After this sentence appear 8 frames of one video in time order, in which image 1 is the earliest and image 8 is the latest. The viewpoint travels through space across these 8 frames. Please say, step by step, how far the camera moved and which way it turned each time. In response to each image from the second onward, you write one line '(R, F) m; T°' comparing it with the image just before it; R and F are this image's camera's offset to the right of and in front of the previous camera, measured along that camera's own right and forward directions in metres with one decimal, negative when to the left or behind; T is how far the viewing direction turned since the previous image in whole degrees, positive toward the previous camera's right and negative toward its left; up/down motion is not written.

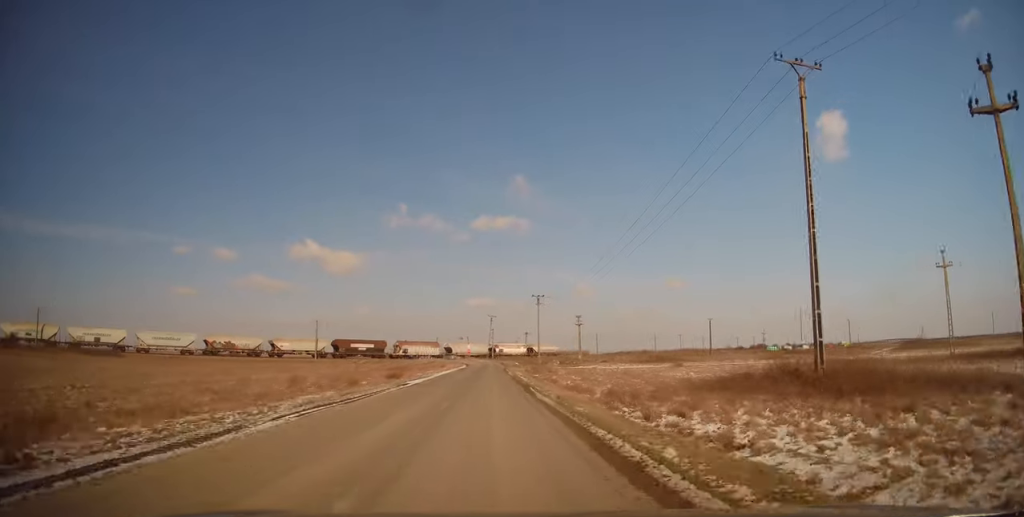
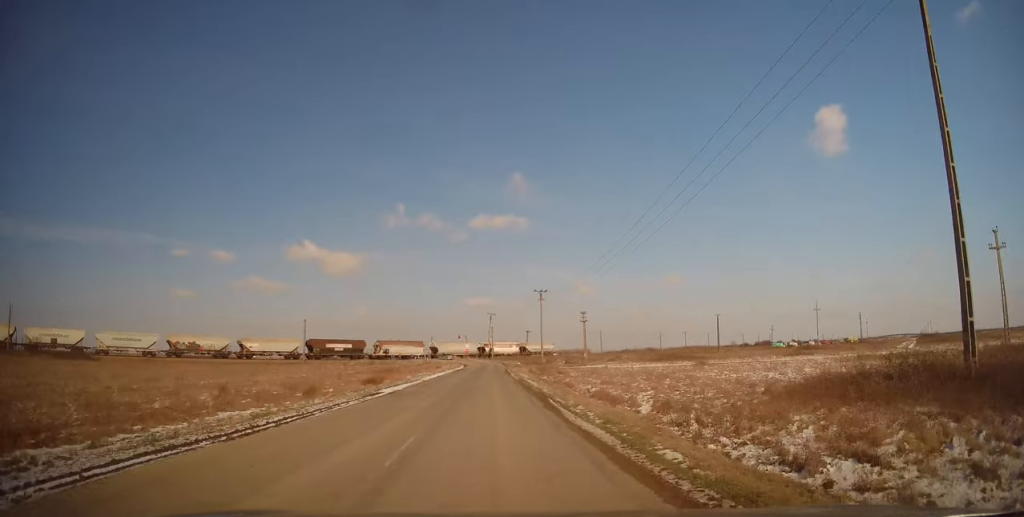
(0.0, +7.5) m; 0°
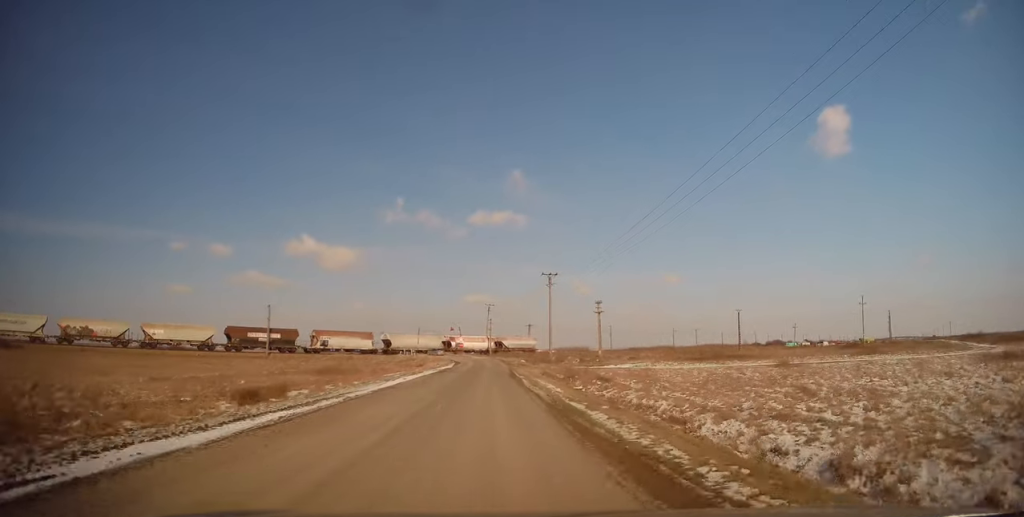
(0.0, +18.2) m; 0°
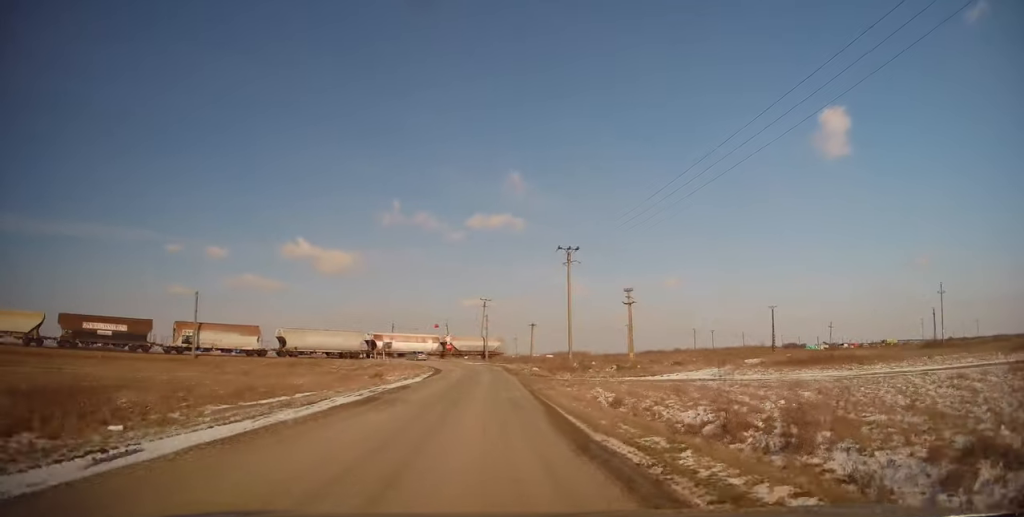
(0.0, +24.1) m; 0°
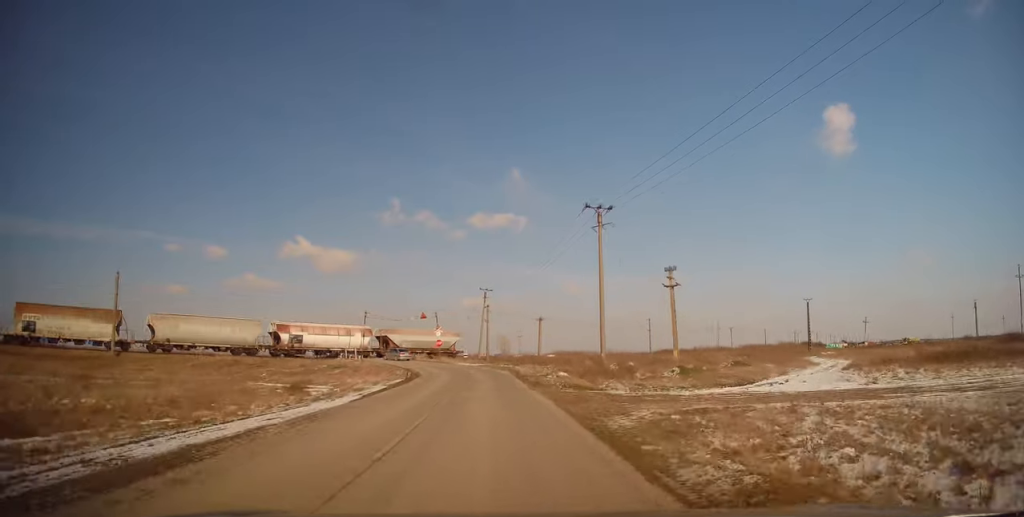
(0.0, +17.4) m; 0°
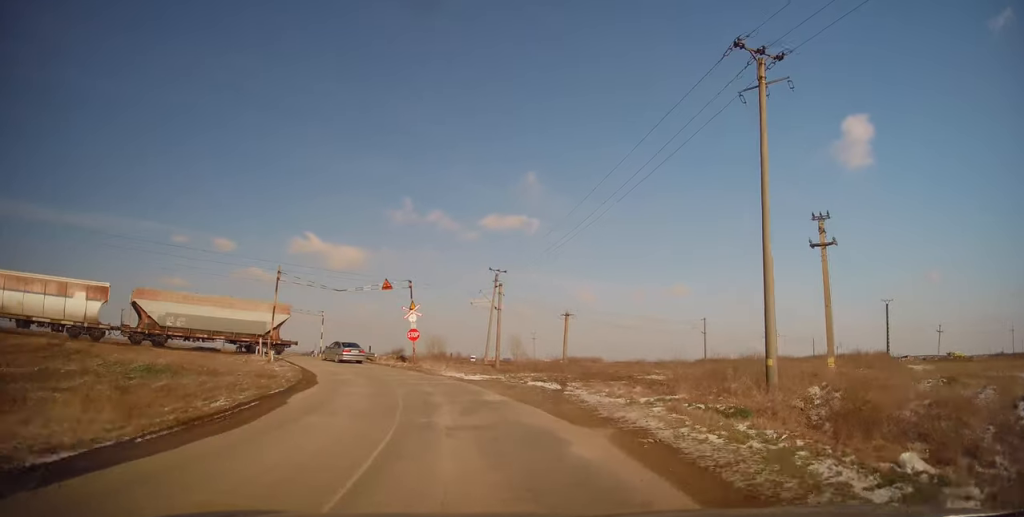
(0.0, +27.4) m; -1°
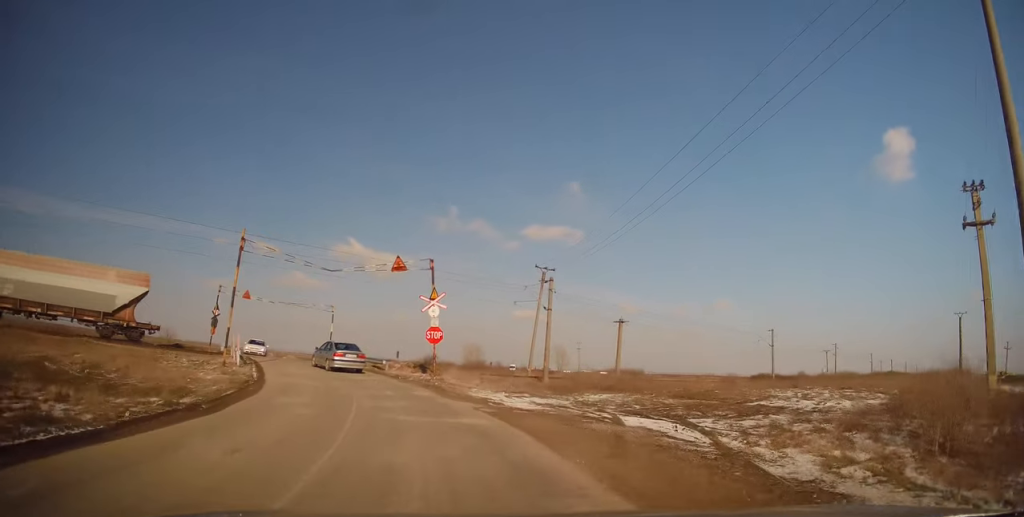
(-0.2, +11.0) m; -5°
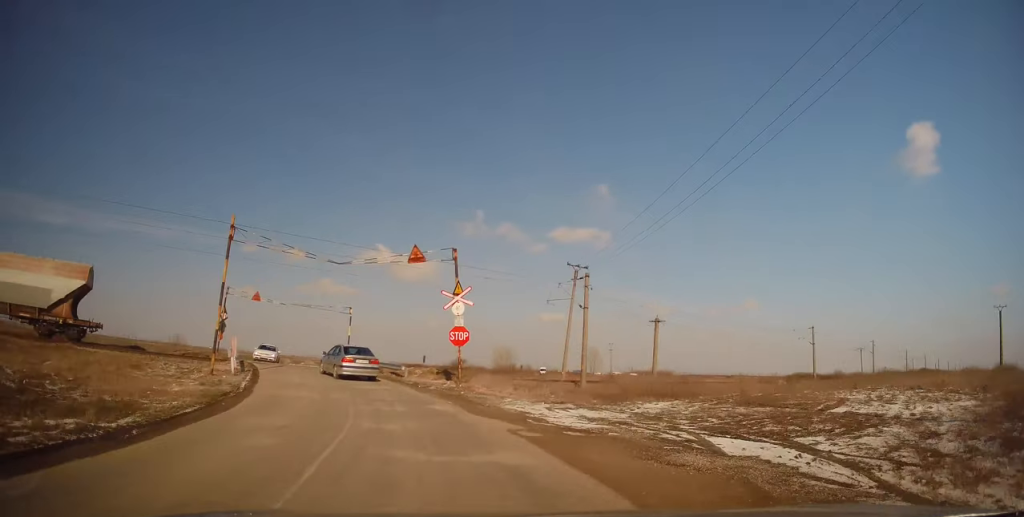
(+0.2, +3.9) m; -3°
